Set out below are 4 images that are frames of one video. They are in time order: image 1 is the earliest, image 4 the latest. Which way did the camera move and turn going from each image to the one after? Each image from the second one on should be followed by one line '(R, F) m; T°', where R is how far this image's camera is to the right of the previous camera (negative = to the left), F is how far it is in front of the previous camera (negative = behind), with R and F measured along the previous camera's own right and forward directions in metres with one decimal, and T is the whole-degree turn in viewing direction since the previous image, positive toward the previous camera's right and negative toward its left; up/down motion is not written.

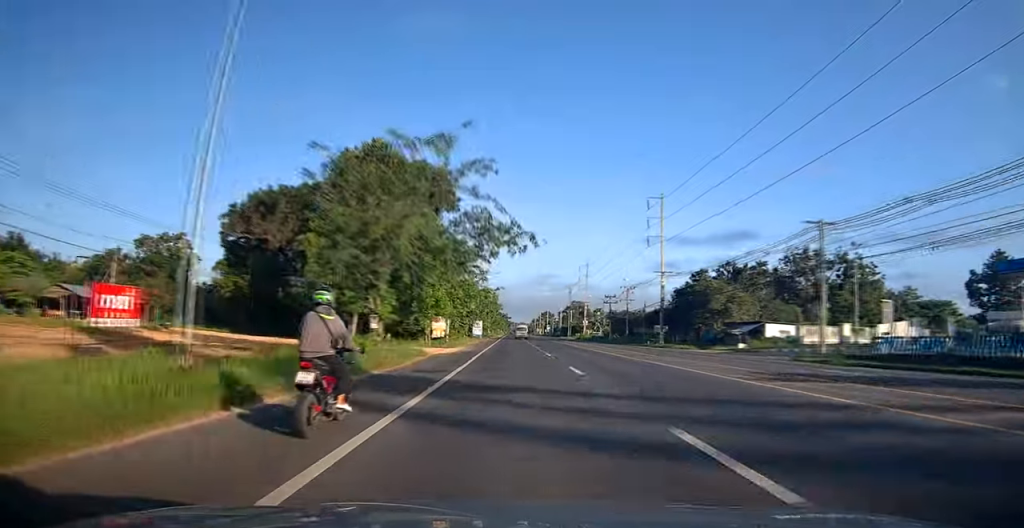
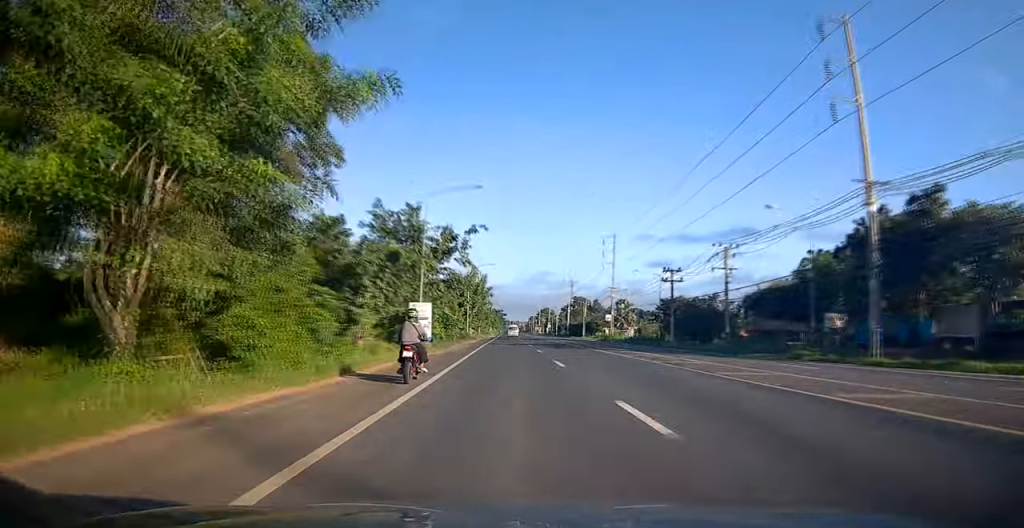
(-0.4, +45.9) m; -2°
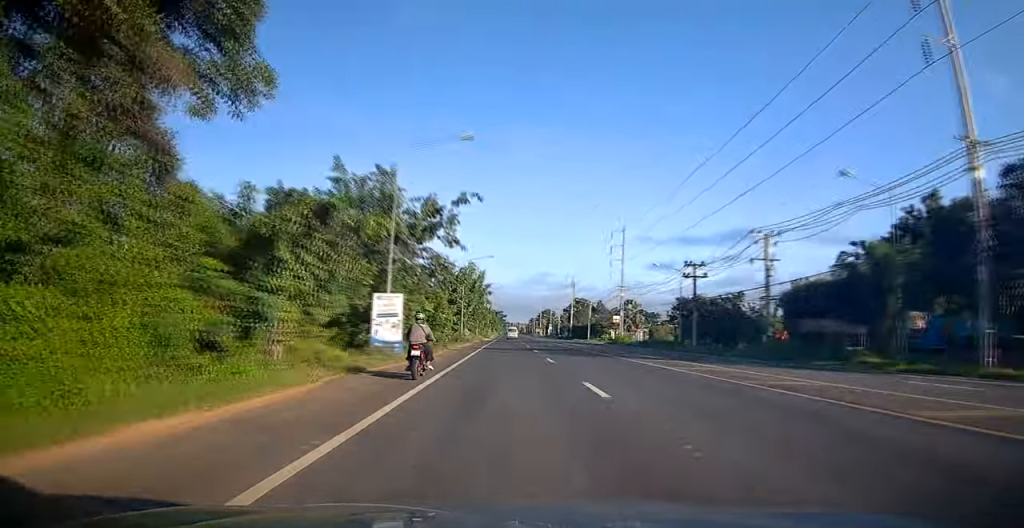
(0.0, +8.3) m; 0°
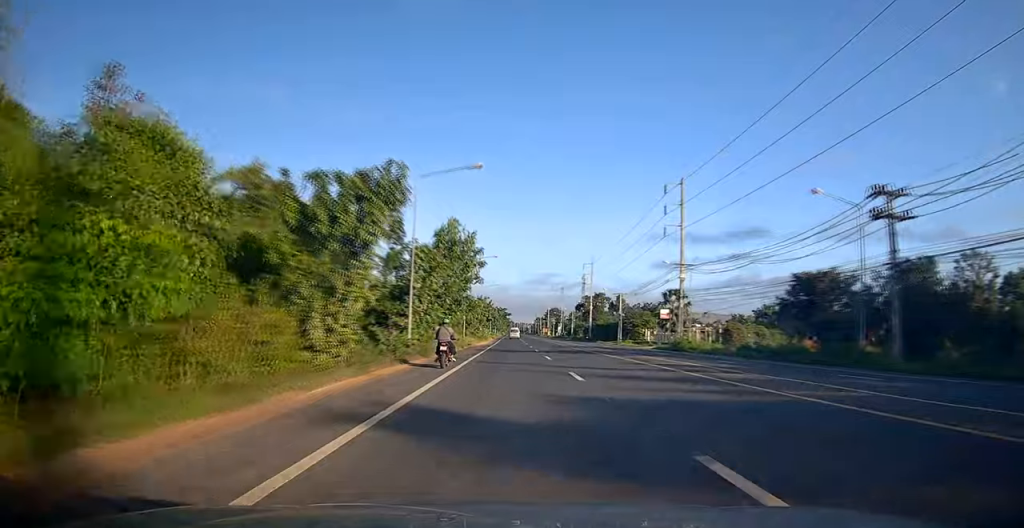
(+0.9, +32.2) m; +2°
